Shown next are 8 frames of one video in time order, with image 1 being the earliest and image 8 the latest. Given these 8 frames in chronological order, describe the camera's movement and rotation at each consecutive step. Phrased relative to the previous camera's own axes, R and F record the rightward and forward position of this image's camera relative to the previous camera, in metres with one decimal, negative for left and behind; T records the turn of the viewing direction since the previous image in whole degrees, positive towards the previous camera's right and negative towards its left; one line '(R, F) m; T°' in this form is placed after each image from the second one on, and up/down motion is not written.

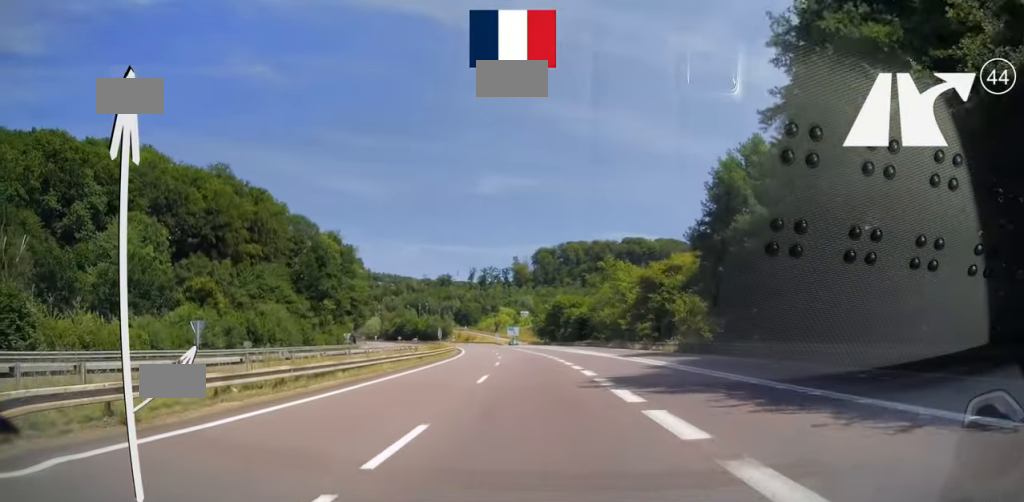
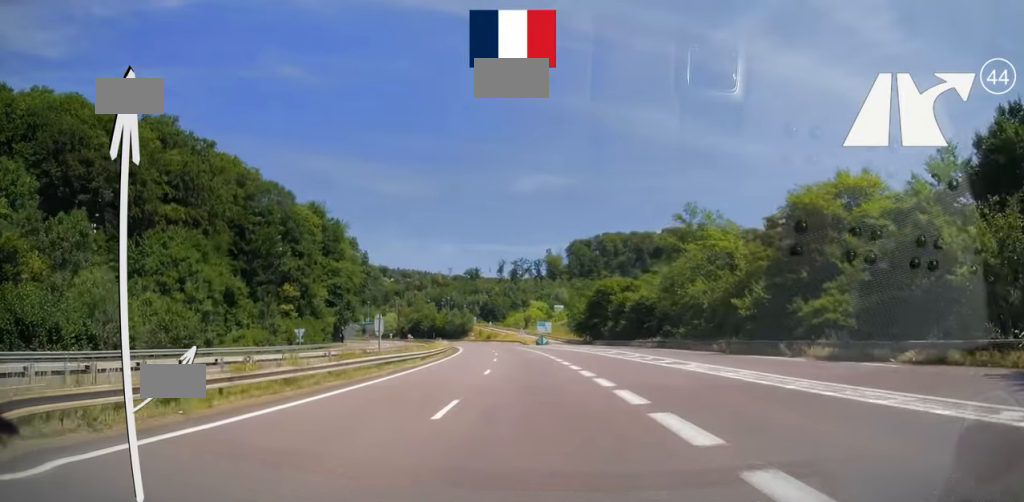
(-0.9, +35.9) m; -3°
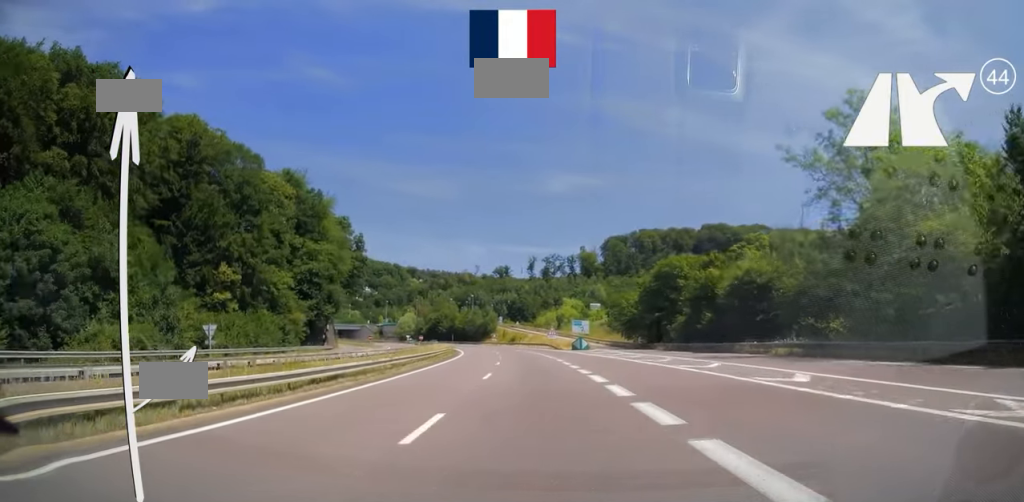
(-0.7, +29.2) m; -3°
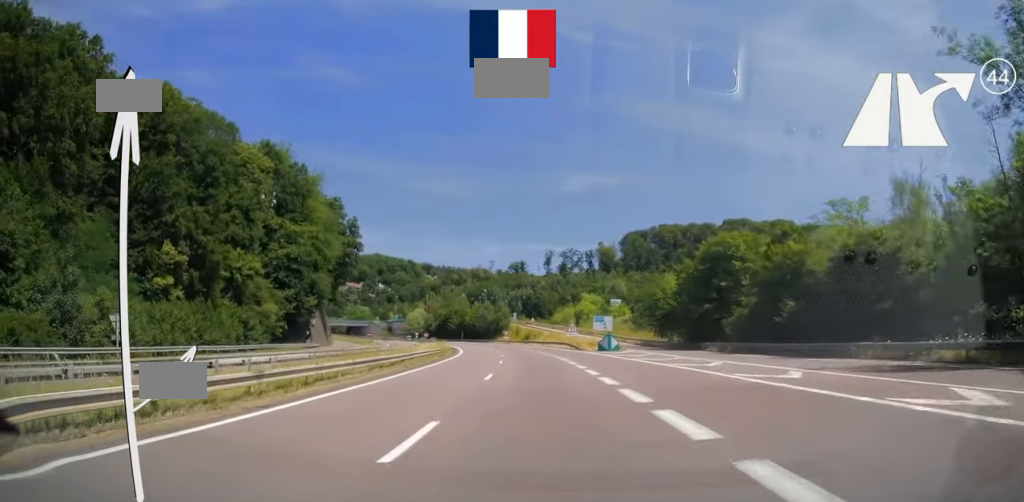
(-0.1, +14.9) m; -2°
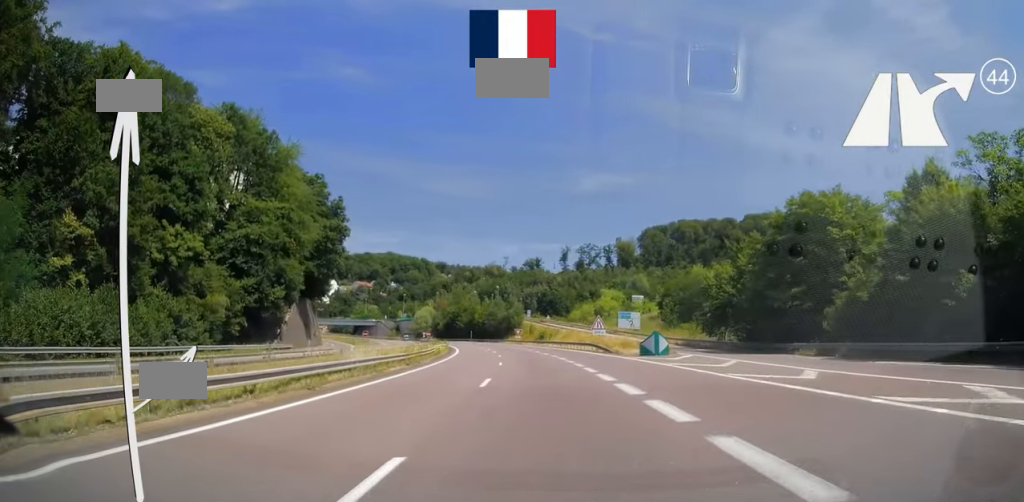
(-0.4, +16.4) m; -2°
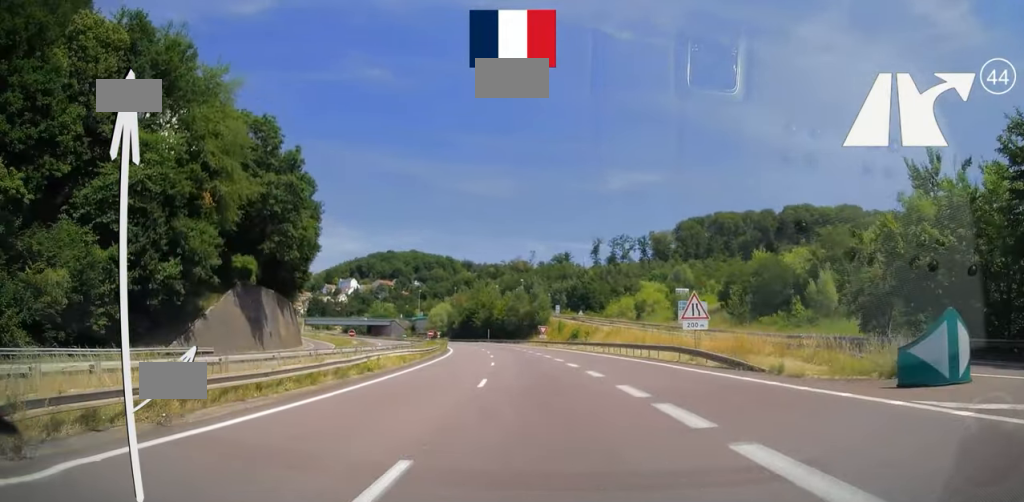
(-0.9, +27.3) m; -3°
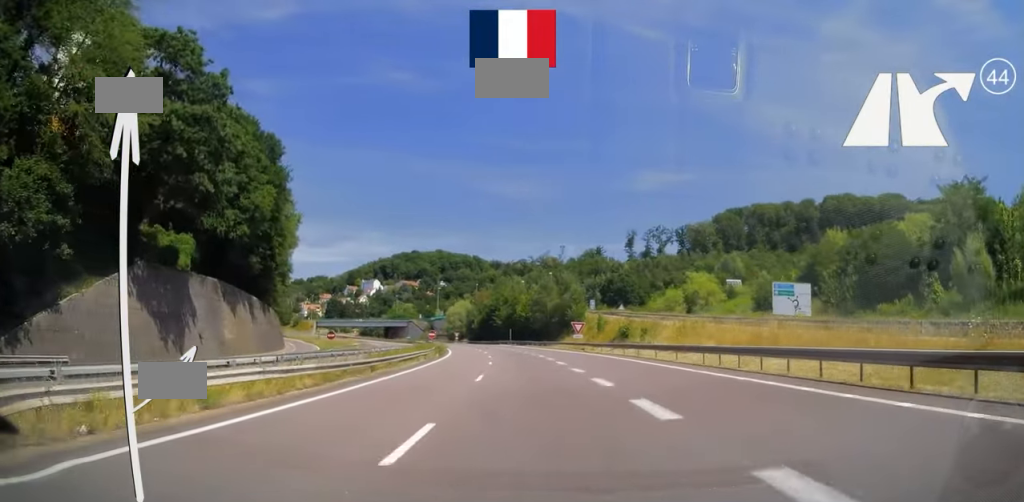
(-0.6, +23.8) m; -3°
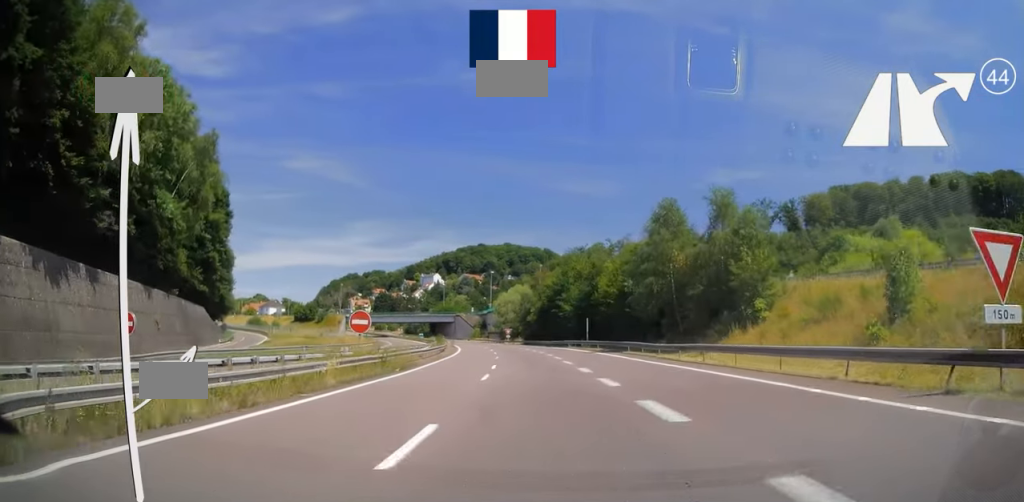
(-3.1, +54.0) m; -7°
